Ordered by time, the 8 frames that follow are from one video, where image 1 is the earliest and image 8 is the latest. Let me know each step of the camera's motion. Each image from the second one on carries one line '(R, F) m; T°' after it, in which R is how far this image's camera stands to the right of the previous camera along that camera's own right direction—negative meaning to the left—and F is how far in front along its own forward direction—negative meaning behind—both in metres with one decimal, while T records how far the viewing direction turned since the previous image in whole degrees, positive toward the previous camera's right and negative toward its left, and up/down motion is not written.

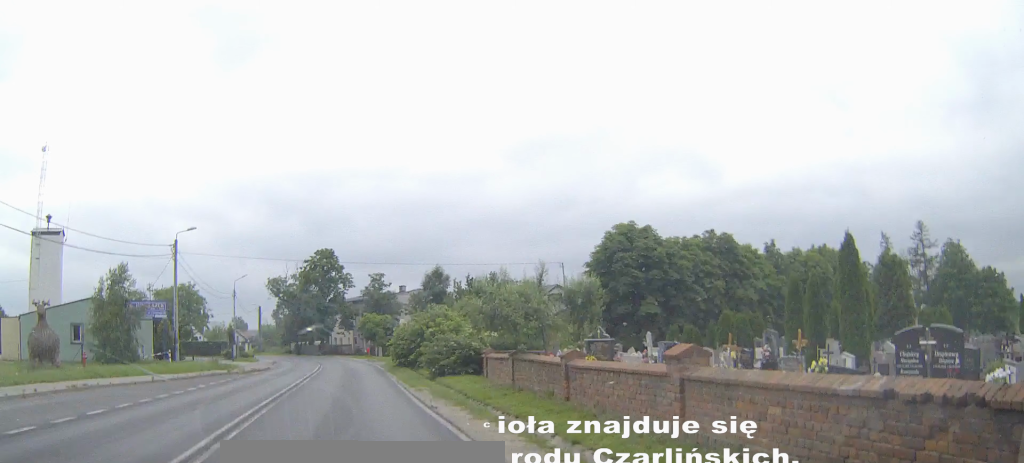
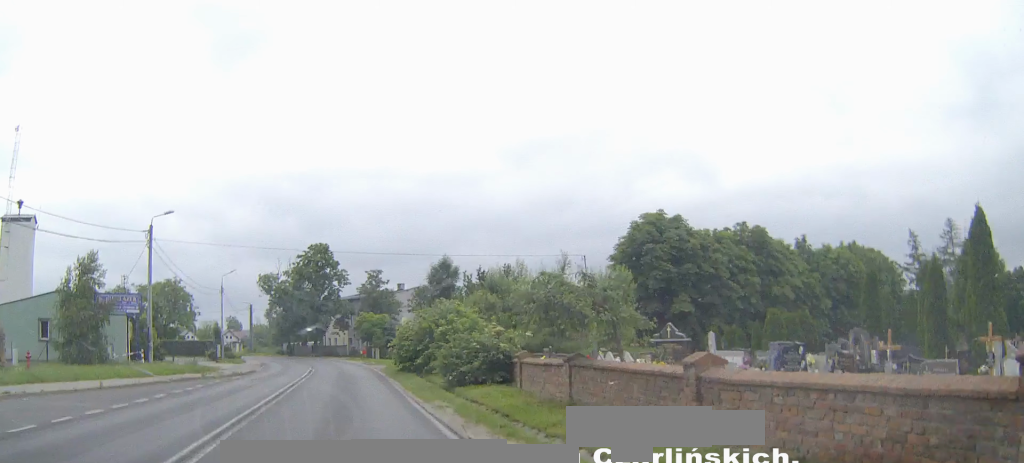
(0.0, +5.8) m; +1°
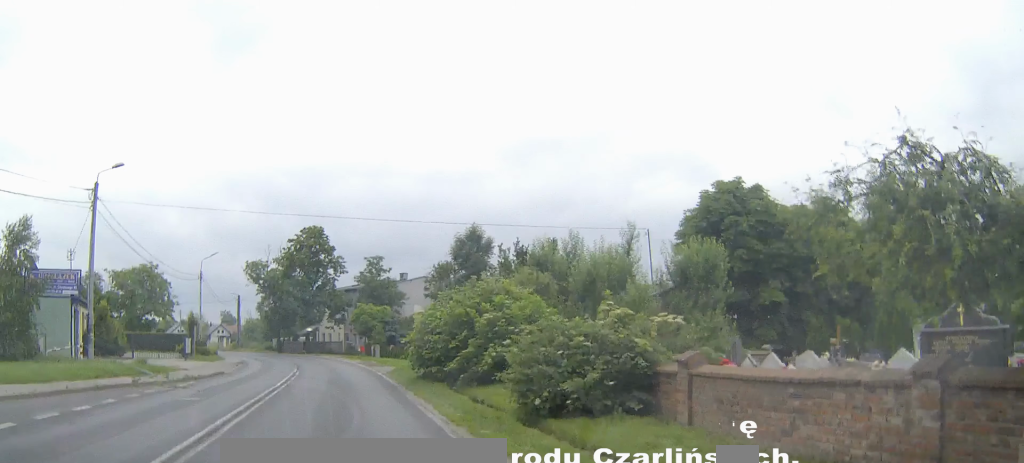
(+0.1, +10.5) m; +1°
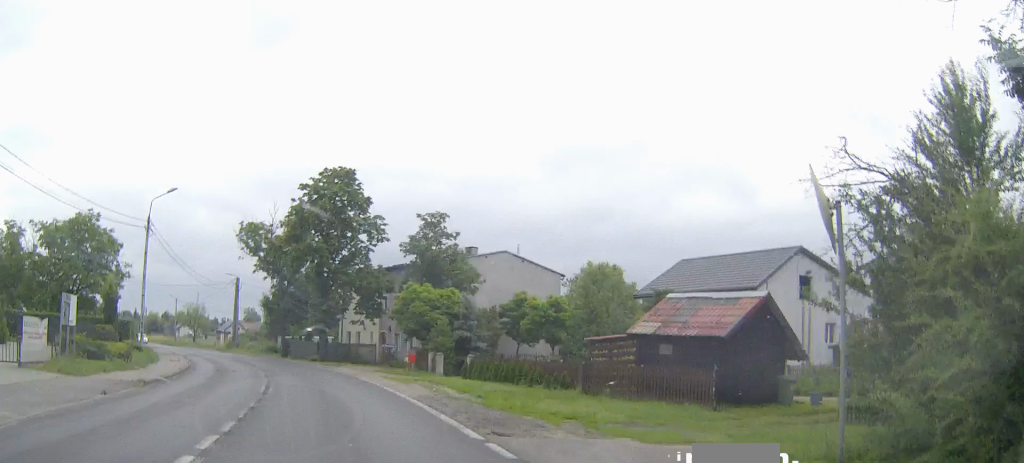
(0.0, +29.4) m; -1°
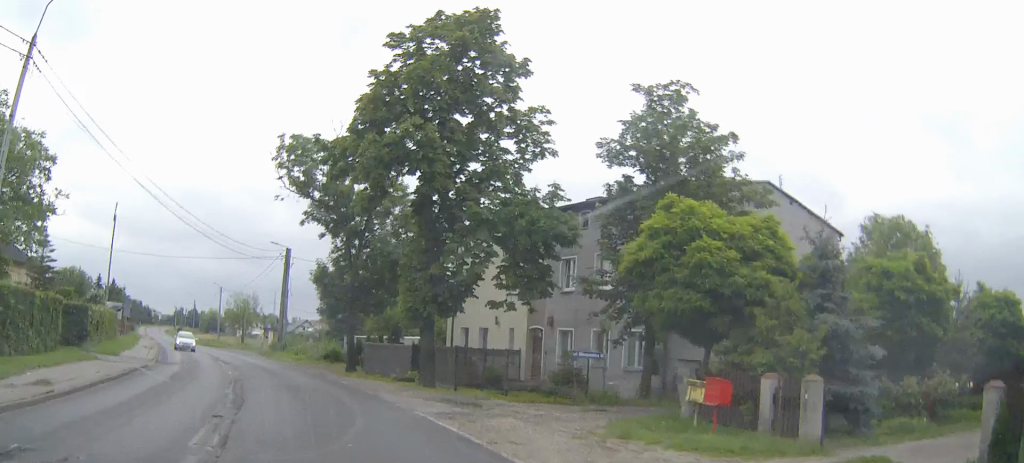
(-1.1, +27.8) m; -5°
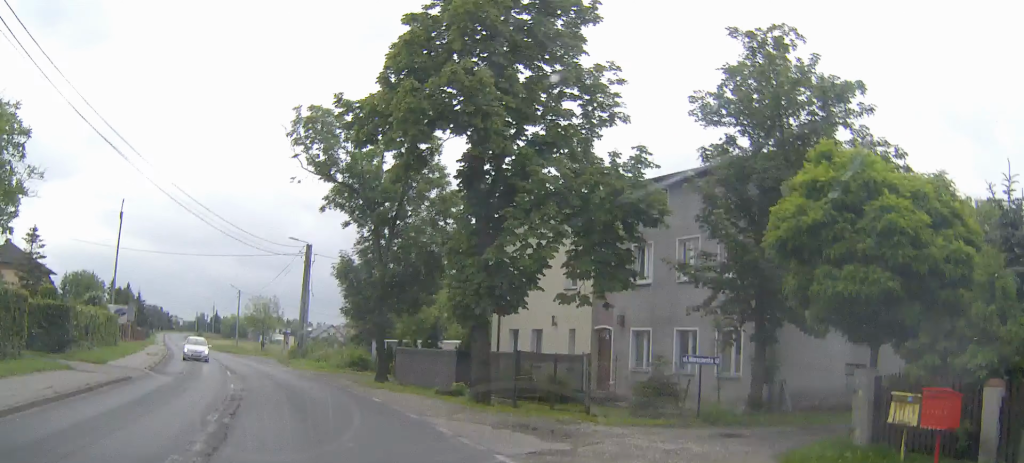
(-0.1, +5.5) m; -2°
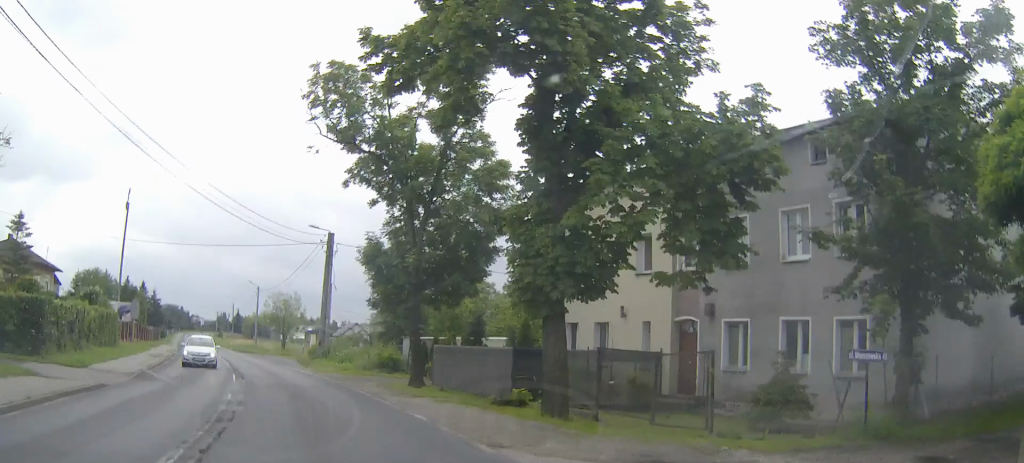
(-0.1, +5.0) m; -2°
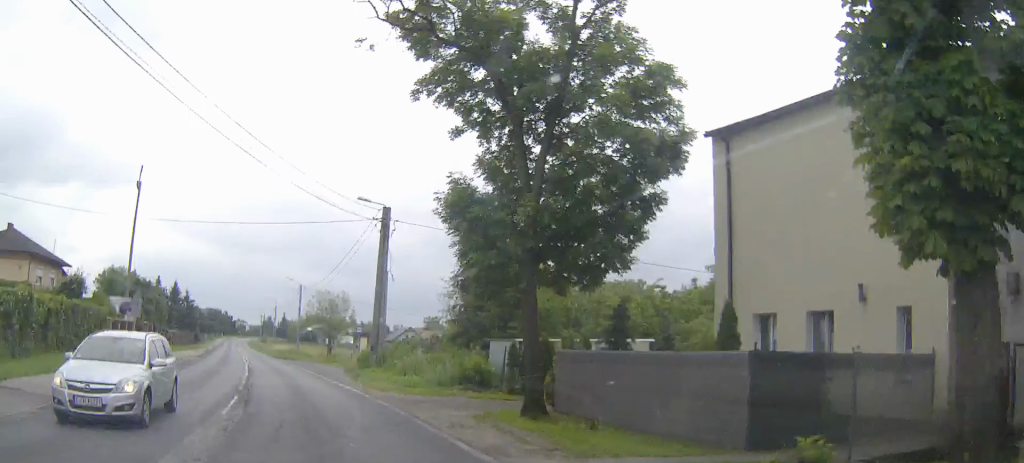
(-0.2, +10.6) m; -4°
